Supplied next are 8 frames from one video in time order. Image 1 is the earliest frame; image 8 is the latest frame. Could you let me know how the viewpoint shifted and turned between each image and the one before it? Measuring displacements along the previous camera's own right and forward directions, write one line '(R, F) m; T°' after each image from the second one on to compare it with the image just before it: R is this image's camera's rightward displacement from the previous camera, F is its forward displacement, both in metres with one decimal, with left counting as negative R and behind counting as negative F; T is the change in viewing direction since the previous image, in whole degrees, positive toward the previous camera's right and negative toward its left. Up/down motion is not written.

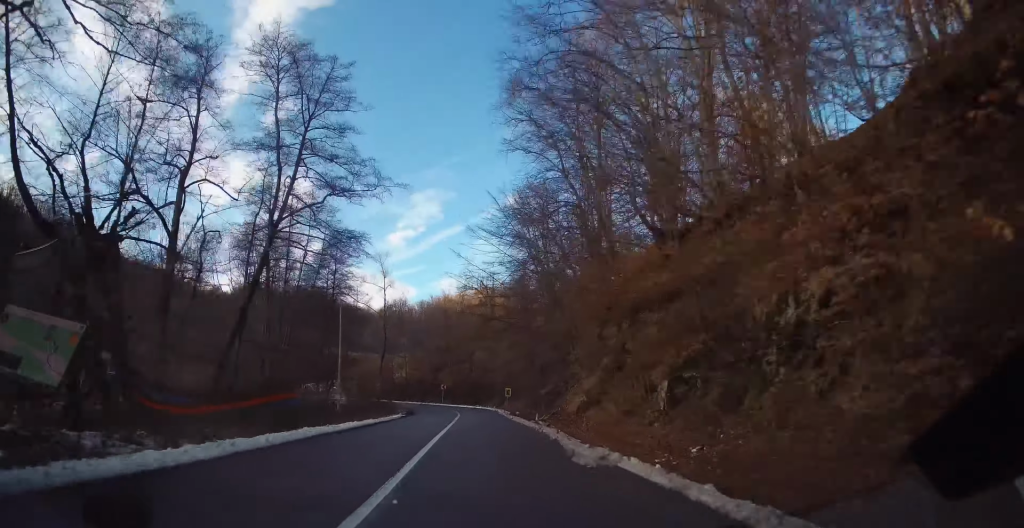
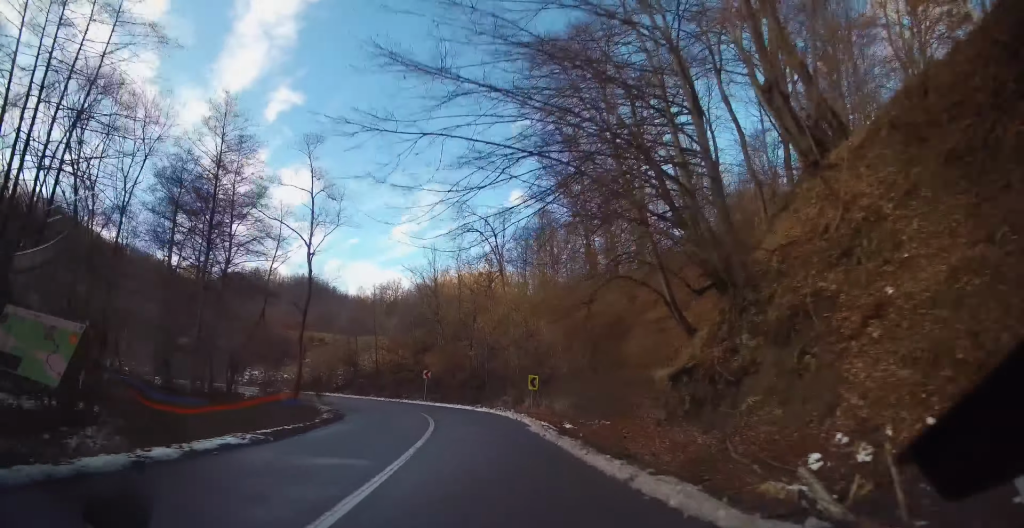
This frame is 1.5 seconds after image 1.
(0.0, +25.0) m; 0°
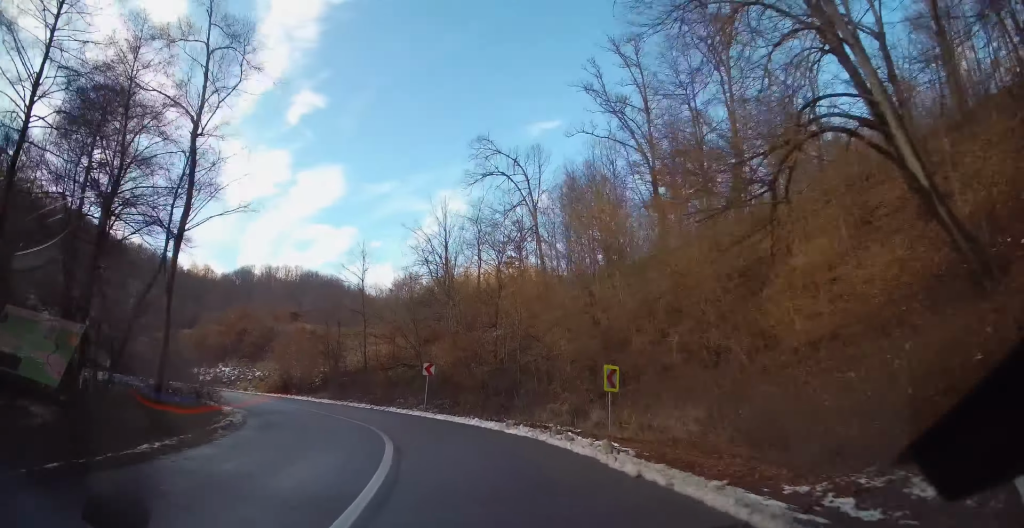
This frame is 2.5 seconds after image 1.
(-0.3, +15.2) m; -5°
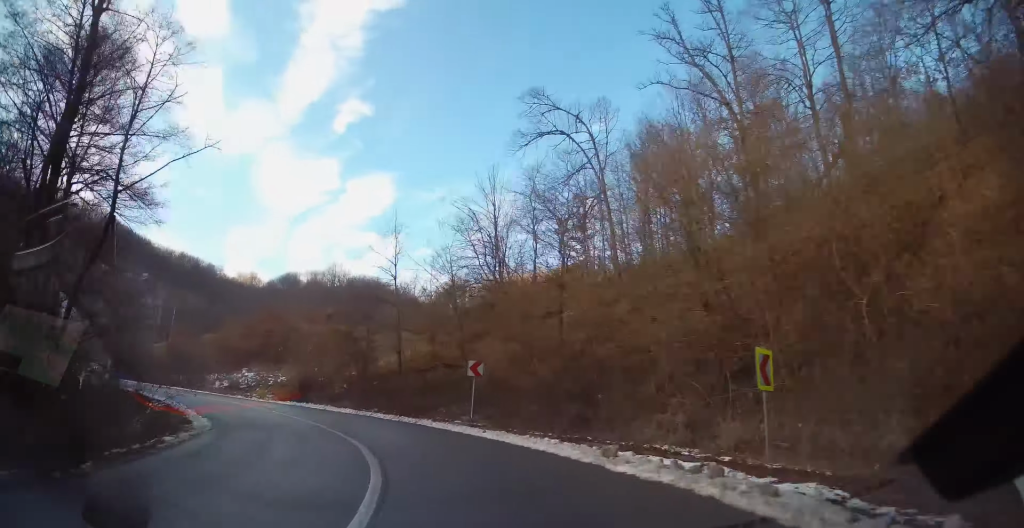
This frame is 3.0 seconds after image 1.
(-0.3, +7.5) m; -4°
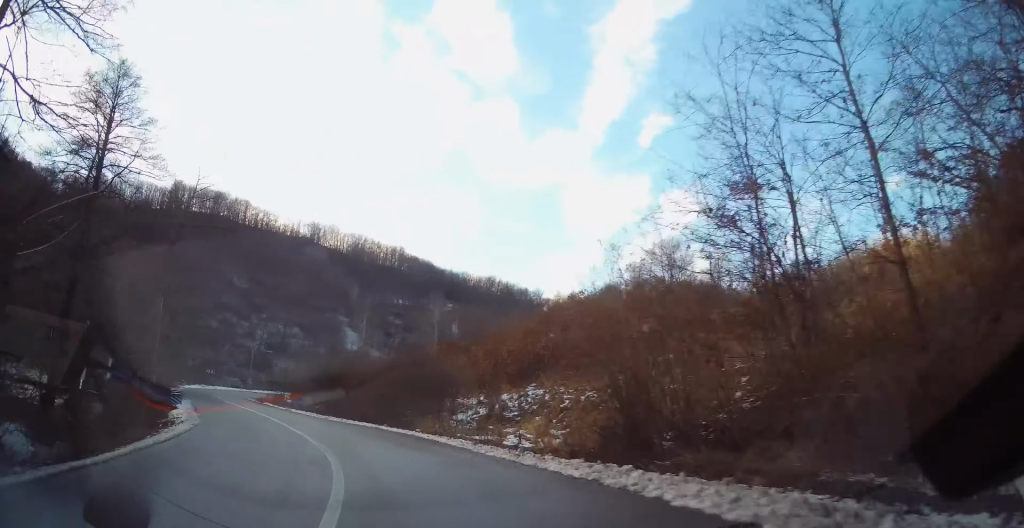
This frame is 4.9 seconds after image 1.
(-4.5, +24.2) m; -28°
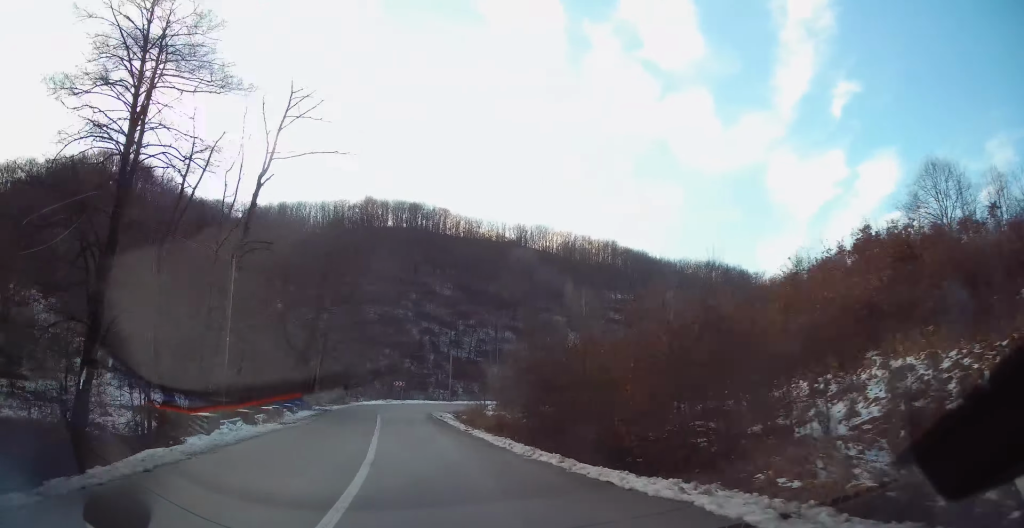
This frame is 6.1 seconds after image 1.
(-3.6, +14.3) m; -25°
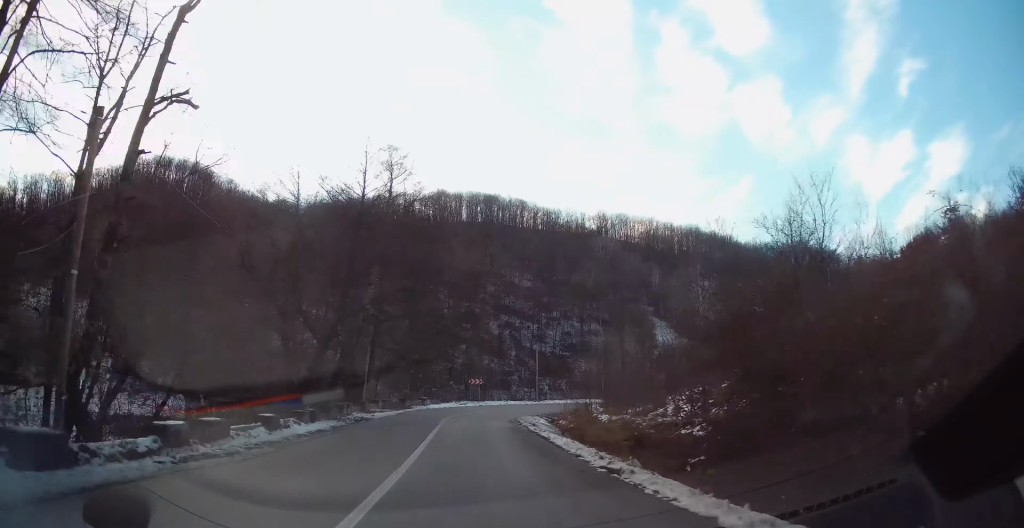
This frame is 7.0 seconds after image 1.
(-1.9, +11.7) m; -12°
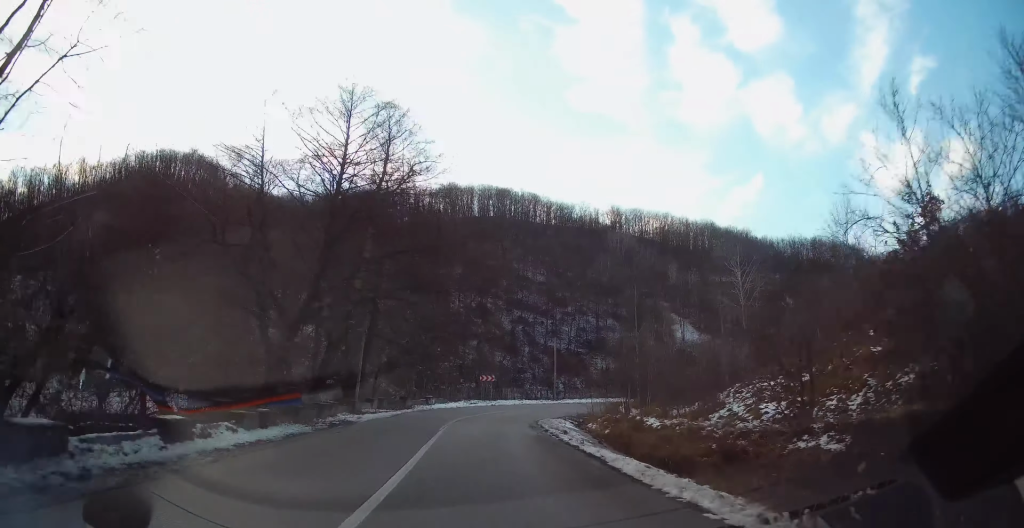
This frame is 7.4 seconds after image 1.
(-0.3, +5.8) m; -2°
